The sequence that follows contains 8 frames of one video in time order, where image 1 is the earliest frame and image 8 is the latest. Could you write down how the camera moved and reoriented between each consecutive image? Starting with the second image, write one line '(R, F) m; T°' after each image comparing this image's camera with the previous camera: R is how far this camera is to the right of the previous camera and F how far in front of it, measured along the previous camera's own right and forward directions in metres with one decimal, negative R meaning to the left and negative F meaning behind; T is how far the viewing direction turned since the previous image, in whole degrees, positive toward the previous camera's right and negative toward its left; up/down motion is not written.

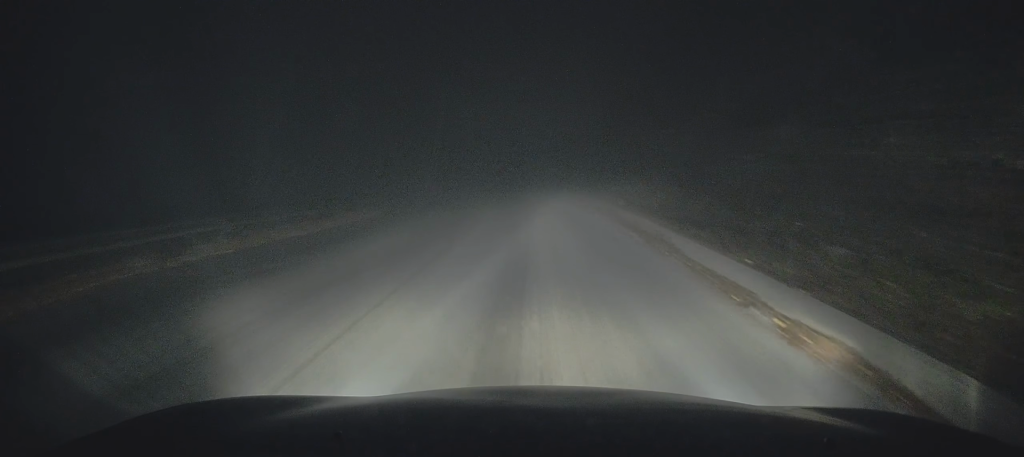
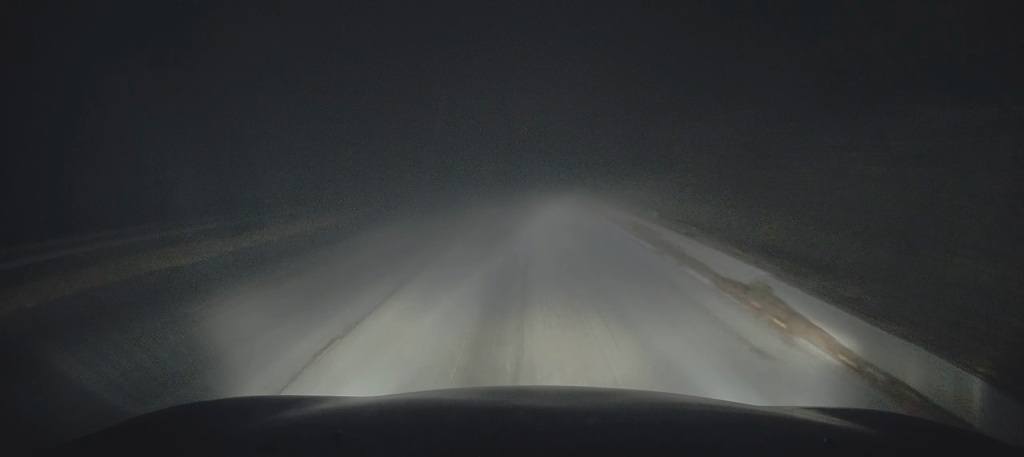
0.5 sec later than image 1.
(0.0, +5.0) m; -1°
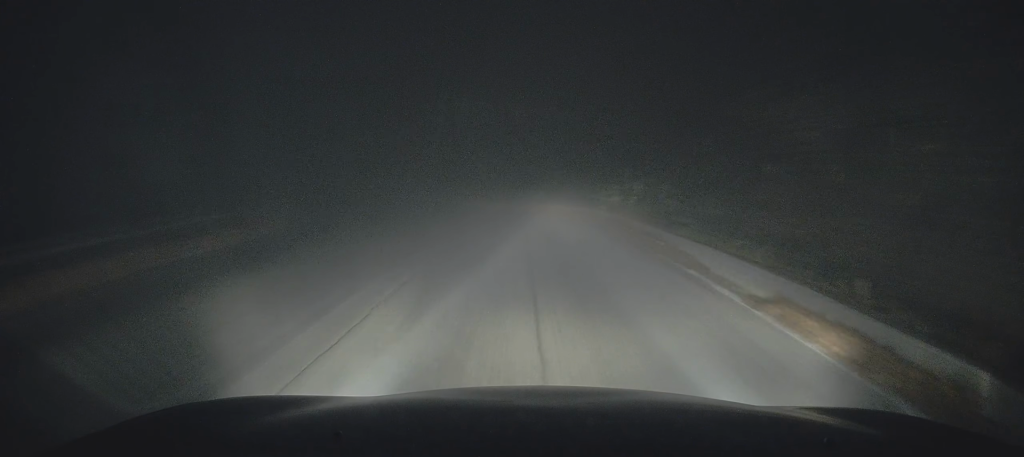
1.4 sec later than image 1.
(-0.1, +9.0) m; -2°
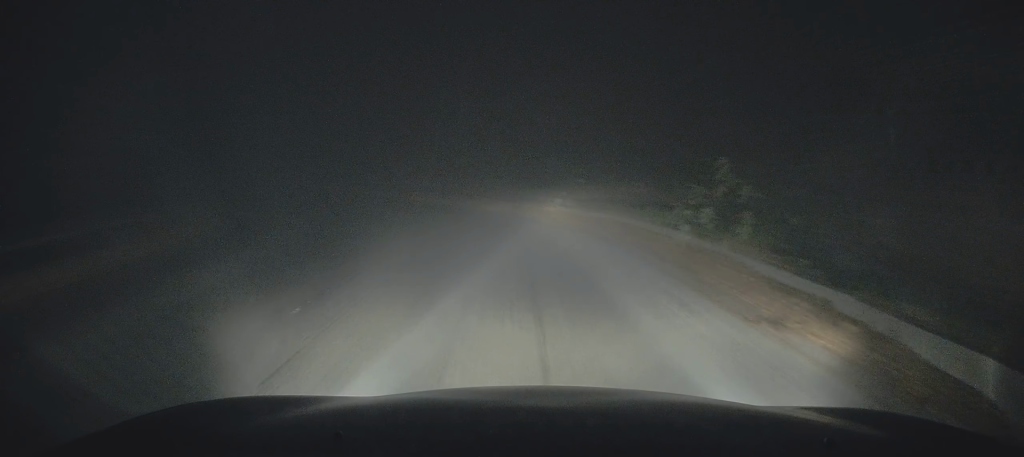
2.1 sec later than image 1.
(-0.1, +6.9) m; -2°
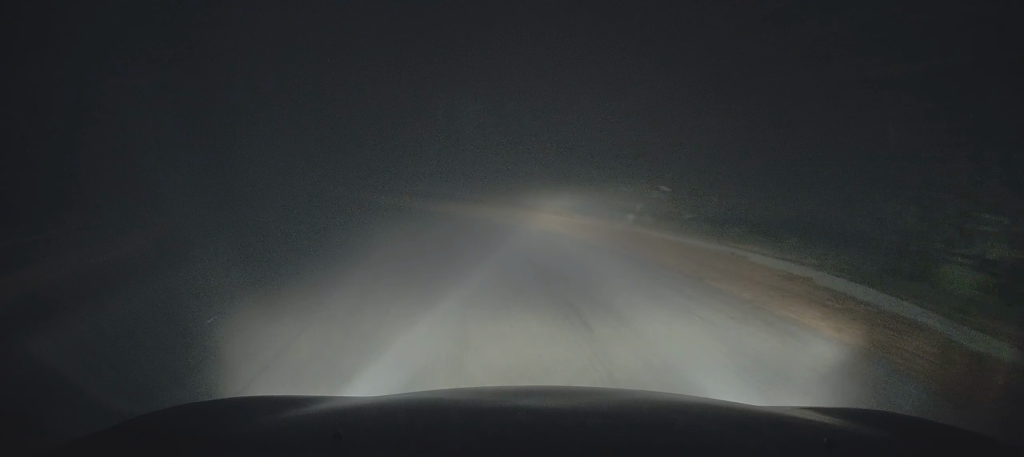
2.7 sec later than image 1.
(-0.1, +5.7) m; -4°
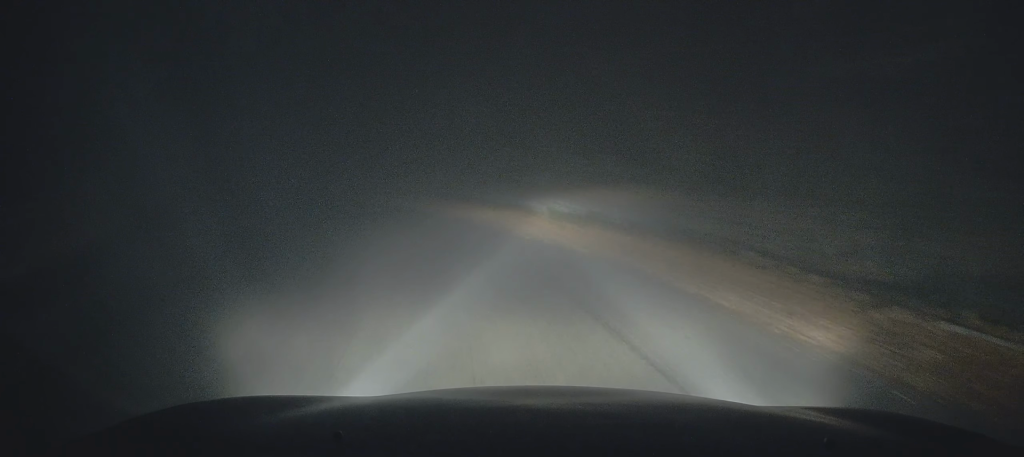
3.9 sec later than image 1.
(-0.9, +11.2) m; -12°
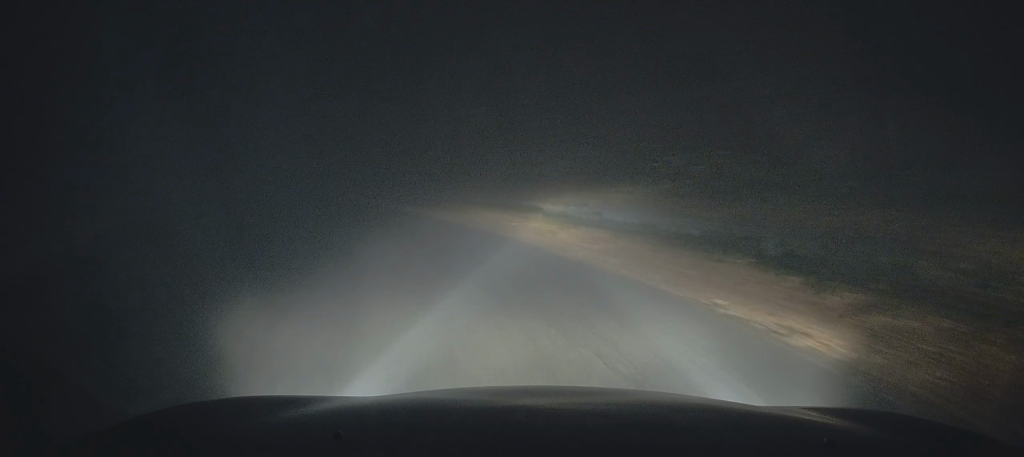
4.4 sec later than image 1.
(-0.2, +4.3) m; -6°
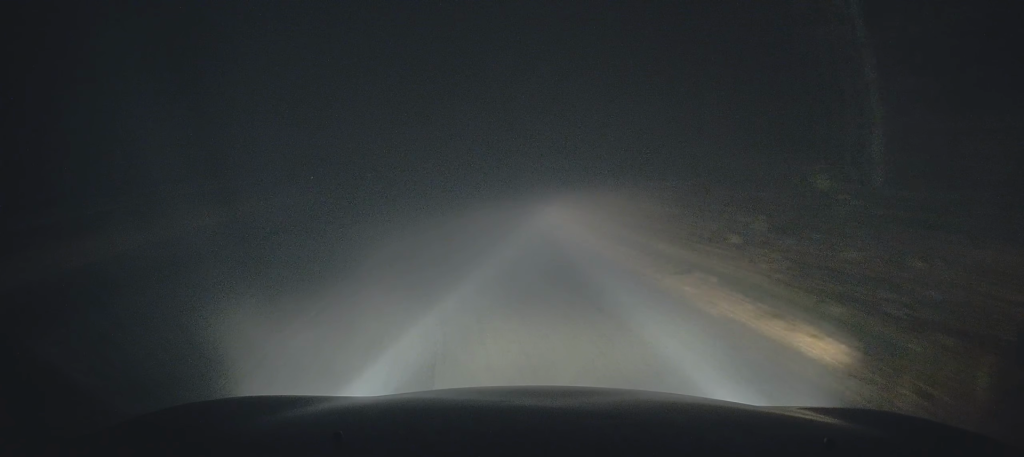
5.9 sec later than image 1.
(-2.6, +13.4) m; -21°
